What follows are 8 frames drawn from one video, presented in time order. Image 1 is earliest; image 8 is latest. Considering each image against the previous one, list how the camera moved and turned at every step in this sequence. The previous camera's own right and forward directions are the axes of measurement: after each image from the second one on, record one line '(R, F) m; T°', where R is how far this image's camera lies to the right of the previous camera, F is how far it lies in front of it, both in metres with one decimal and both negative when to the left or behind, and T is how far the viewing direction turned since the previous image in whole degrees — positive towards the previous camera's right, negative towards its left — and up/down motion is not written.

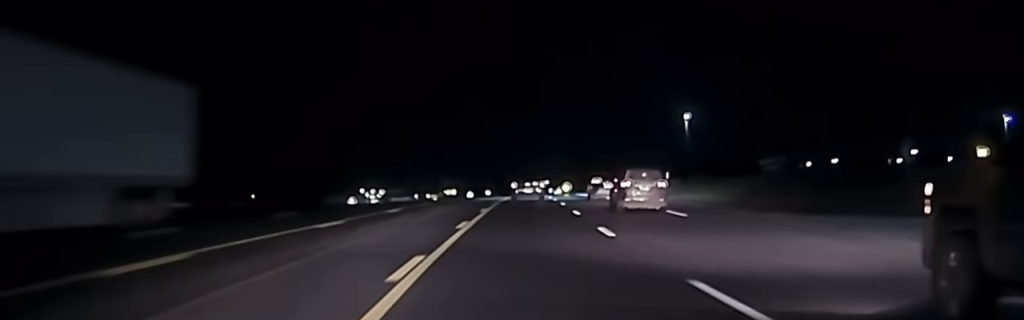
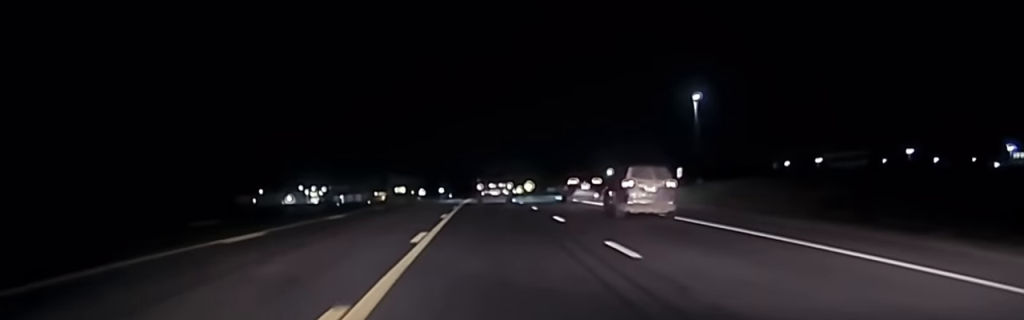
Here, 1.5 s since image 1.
(+0.7, +26.7) m; +3°
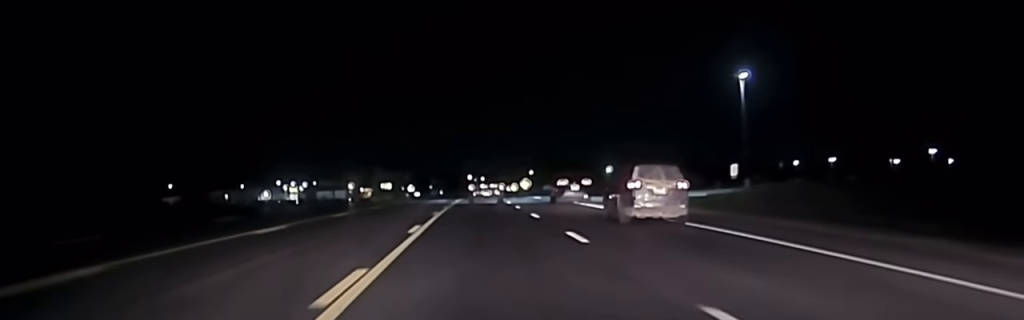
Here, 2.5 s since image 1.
(+0.3, +20.0) m; 0°
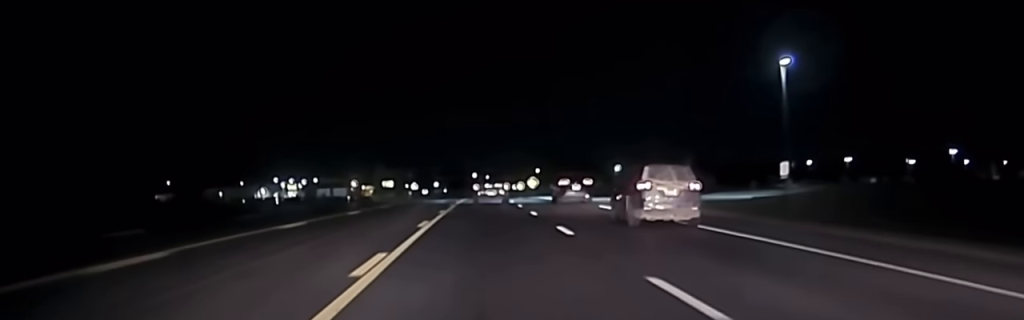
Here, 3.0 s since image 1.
(-0.1, +10.2) m; -1°
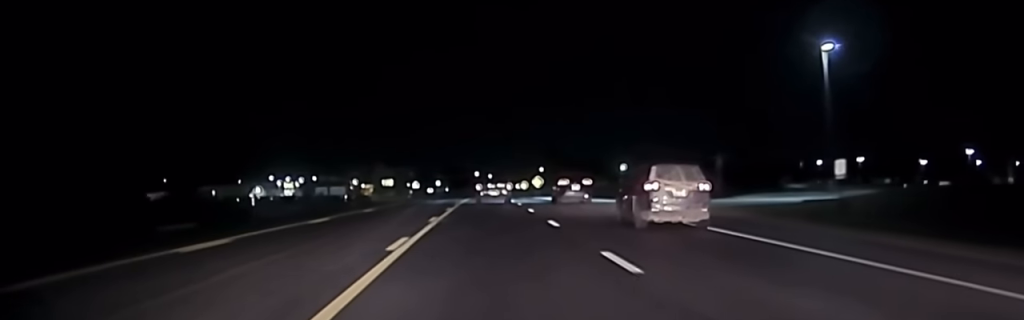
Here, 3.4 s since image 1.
(0.0, +8.6) m; -1°
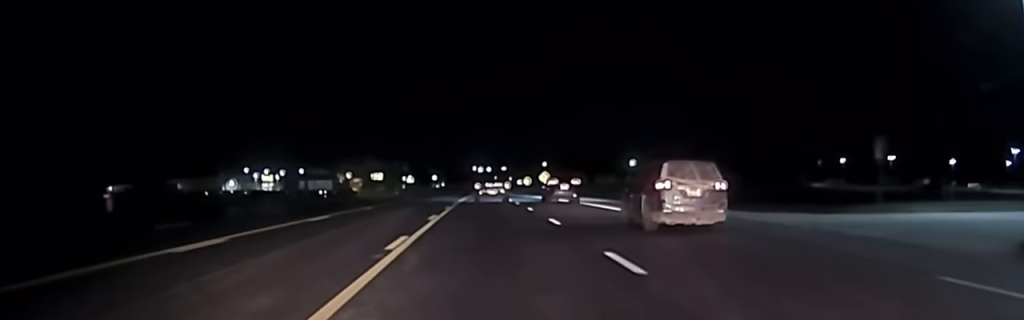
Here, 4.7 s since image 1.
(-0.2, +28.2) m; 0°
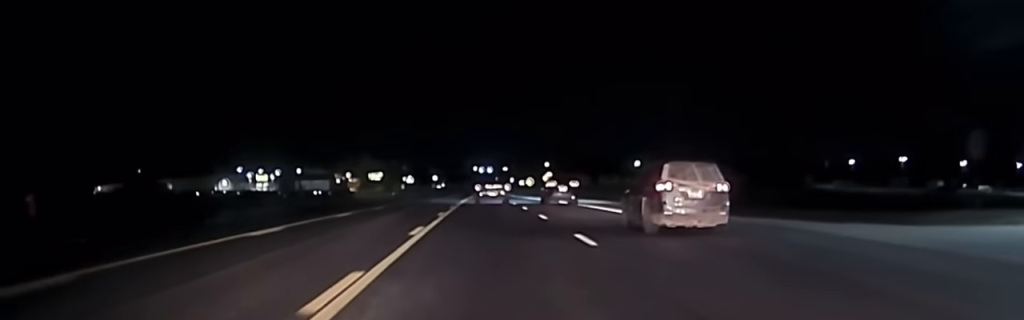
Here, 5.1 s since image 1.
(+0.2, +7.7) m; 0°
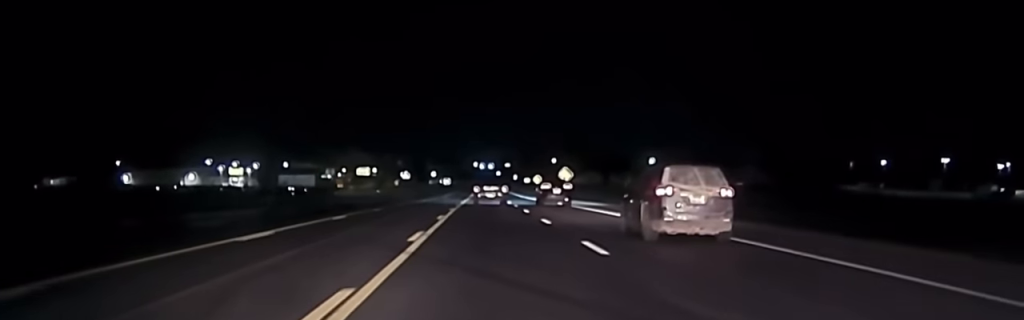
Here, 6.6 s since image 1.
(-0.2, +26.1) m; -1°
